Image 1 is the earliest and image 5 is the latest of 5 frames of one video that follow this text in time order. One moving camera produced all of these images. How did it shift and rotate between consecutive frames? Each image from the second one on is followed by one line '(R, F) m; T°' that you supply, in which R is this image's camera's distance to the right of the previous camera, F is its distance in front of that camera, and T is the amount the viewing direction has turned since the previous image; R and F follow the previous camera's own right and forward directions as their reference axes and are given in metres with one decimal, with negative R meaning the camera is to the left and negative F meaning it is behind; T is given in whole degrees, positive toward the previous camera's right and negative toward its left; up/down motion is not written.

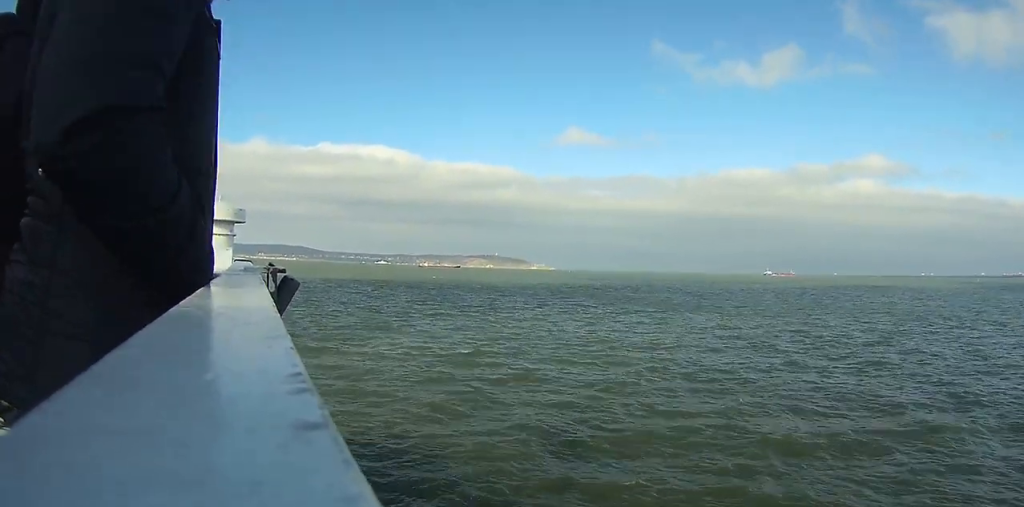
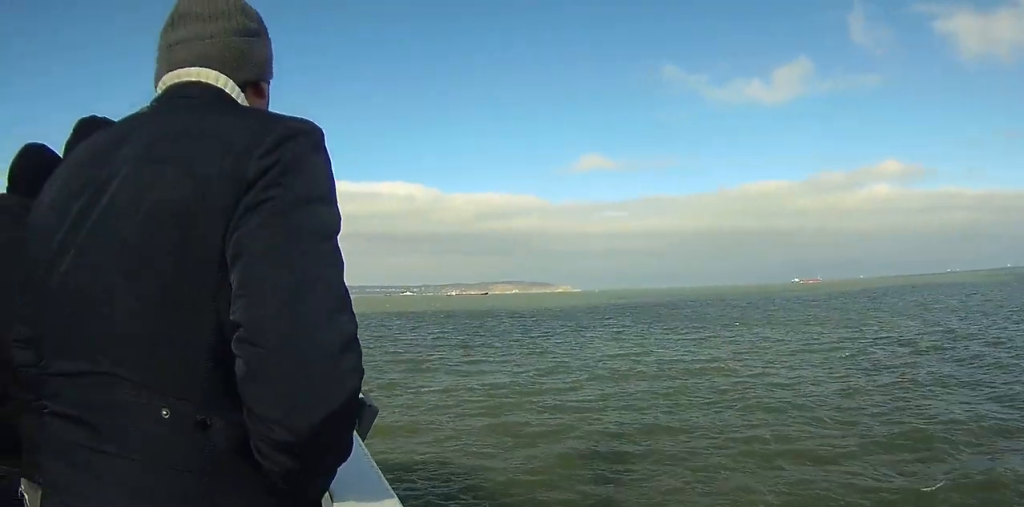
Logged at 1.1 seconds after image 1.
(0.0, +4.9) m; 0°
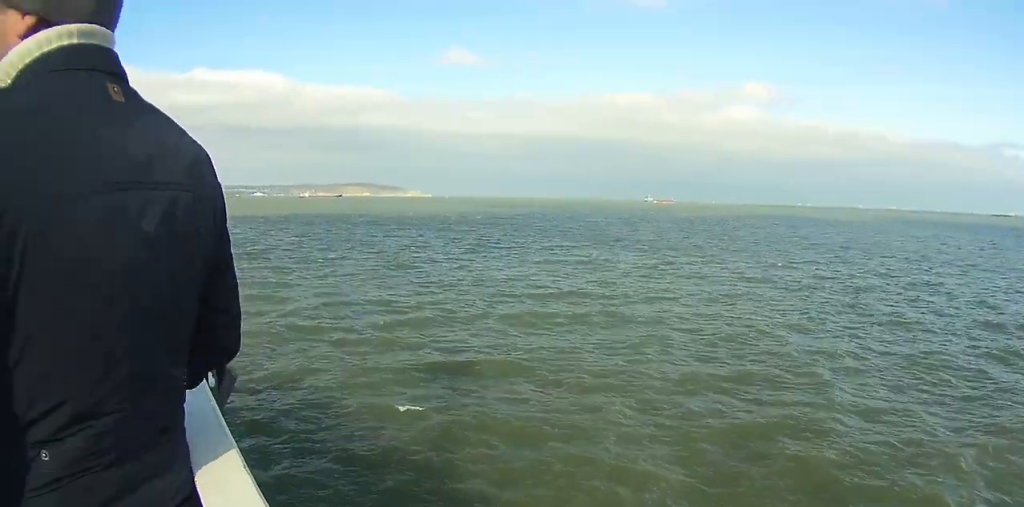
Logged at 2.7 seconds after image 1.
(0.0, +7.3) m; +2°
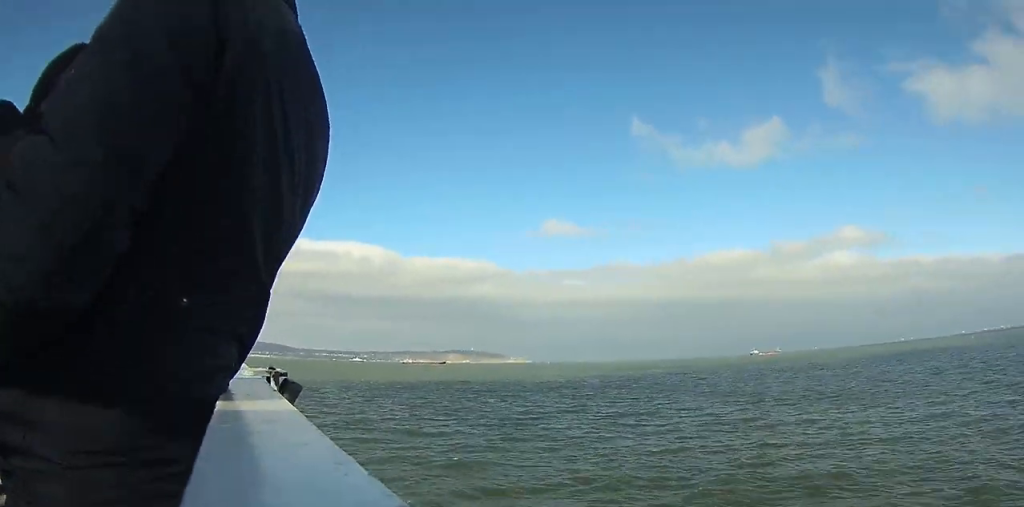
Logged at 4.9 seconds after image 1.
(-0.3, +9.5) m; -6°
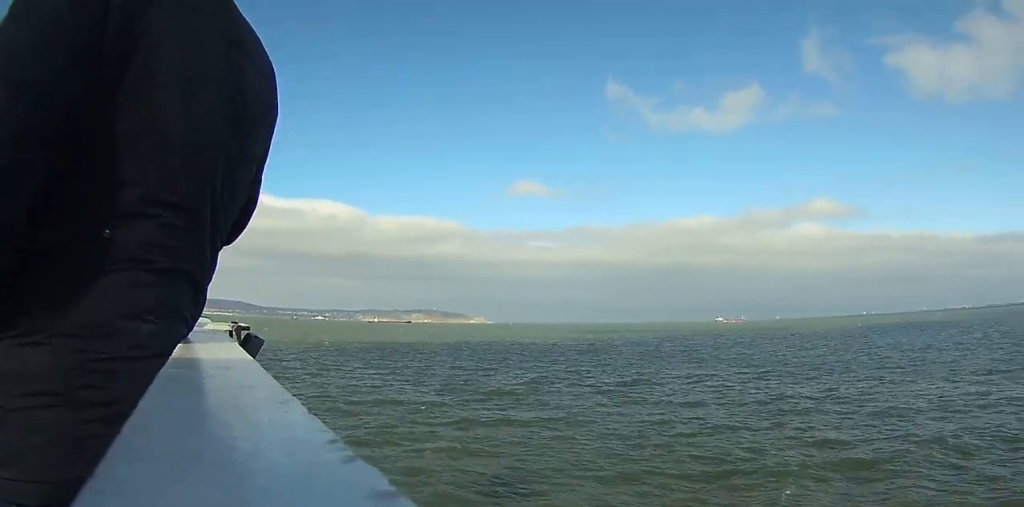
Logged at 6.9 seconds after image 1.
(0.0, +8.1) m; -1°
